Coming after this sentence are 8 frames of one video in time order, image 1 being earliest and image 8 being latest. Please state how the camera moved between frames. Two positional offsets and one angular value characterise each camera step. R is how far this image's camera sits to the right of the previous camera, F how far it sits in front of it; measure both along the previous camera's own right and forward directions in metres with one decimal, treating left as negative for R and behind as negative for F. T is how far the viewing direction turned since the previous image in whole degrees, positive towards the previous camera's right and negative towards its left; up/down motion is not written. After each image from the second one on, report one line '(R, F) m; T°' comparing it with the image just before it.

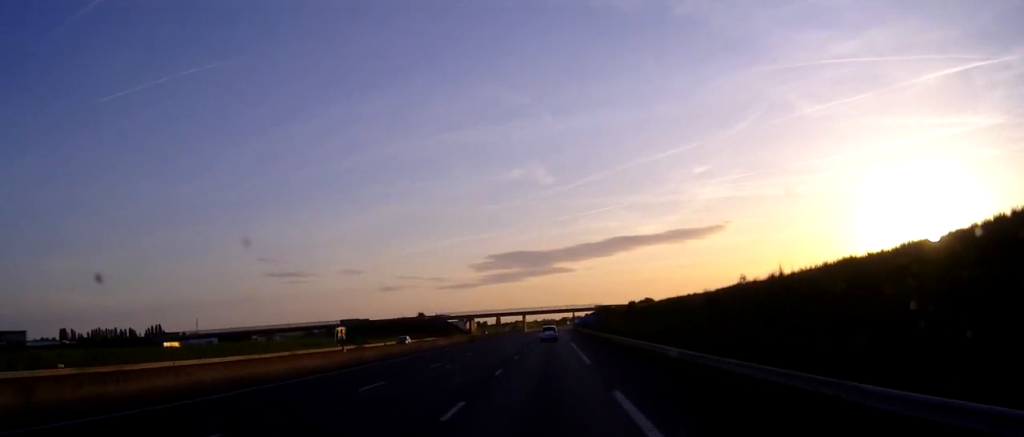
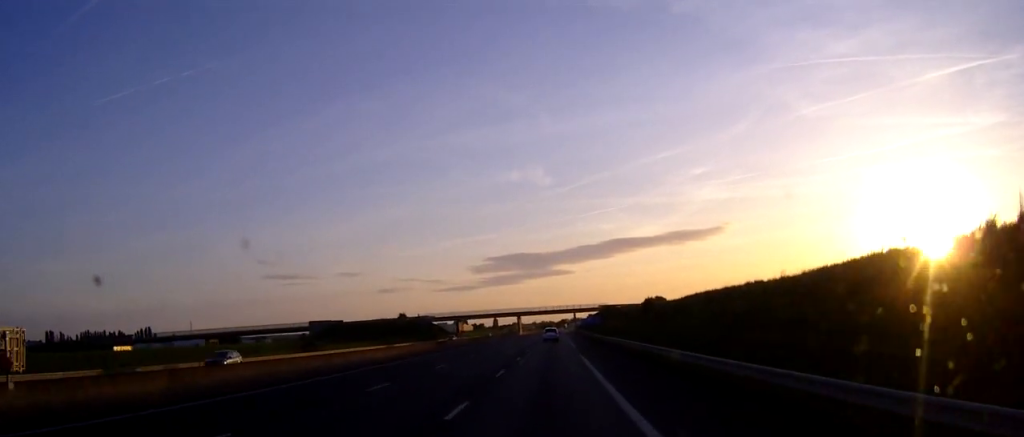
(0.0, +25.4) m; 0°
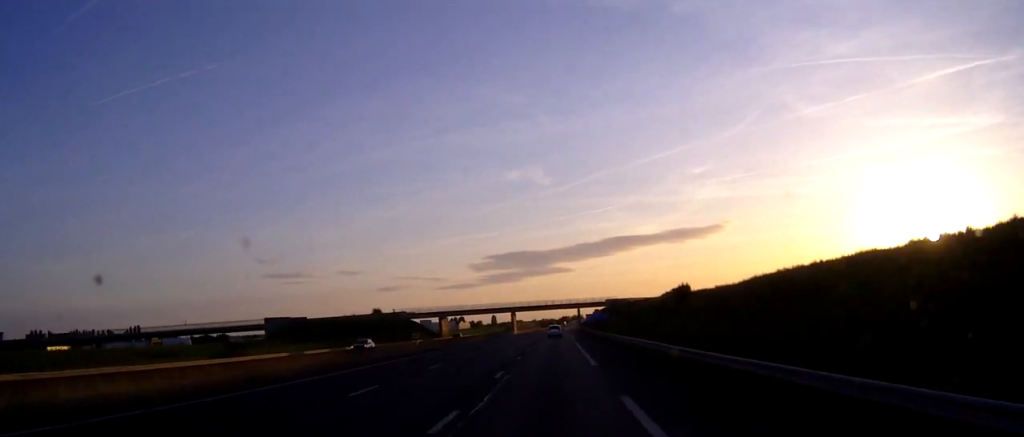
(0.0, +28.2) m; 0°
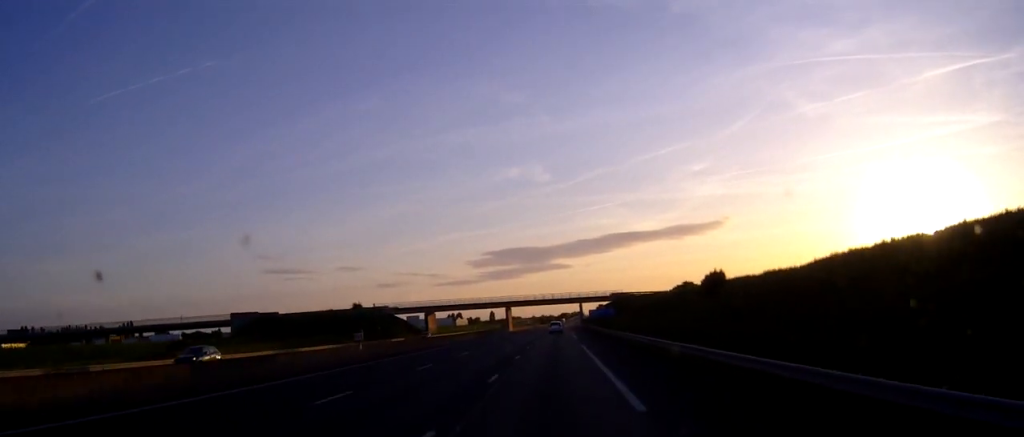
(0.0, +16.4) m; 0°
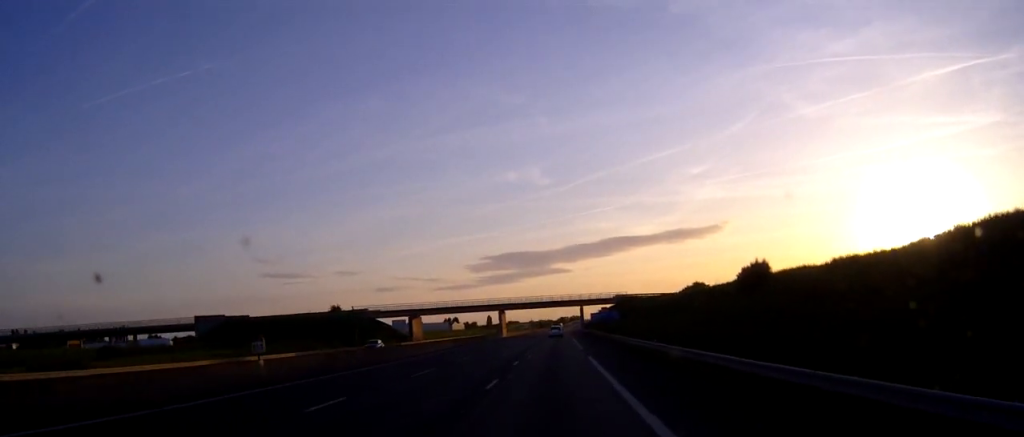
(0.0, +13.6) m; 0°
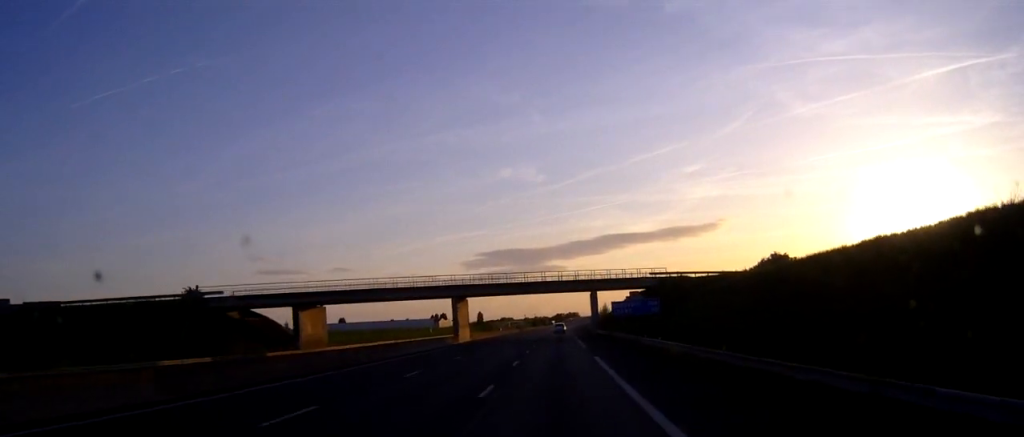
(+0.1, +54.7) m; 0°
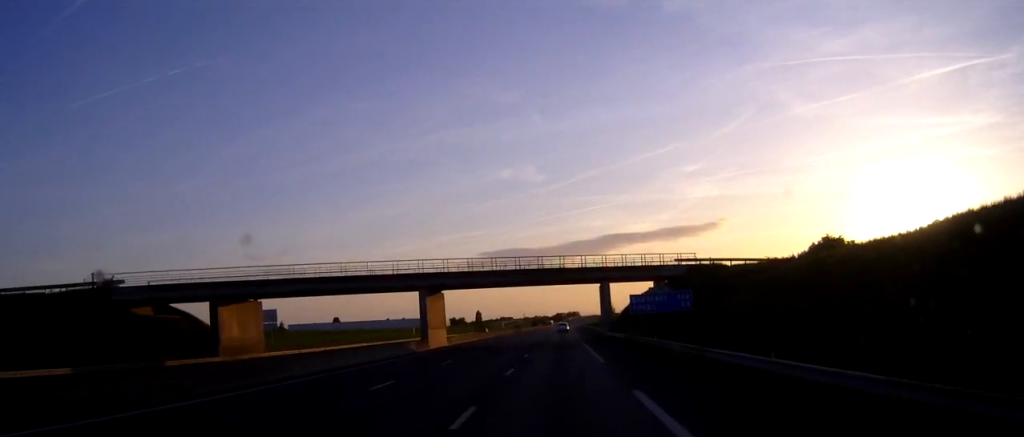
(0.0, +18.2) m; 0°
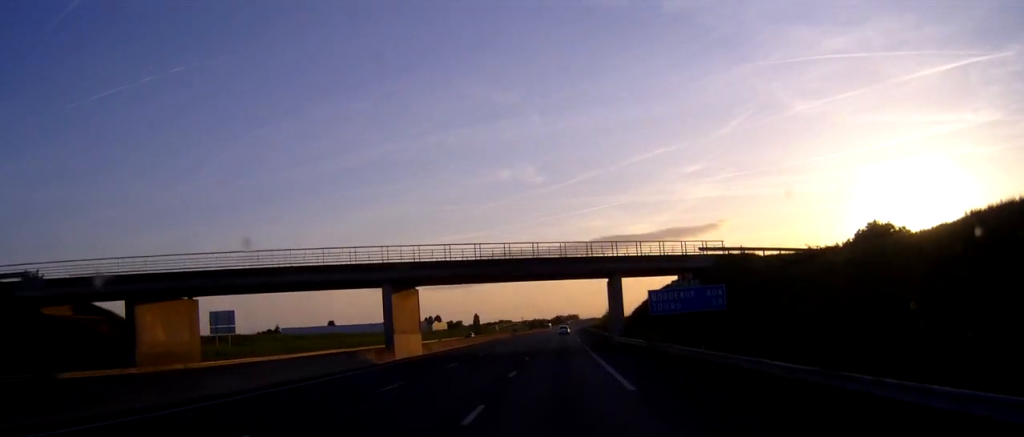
(0.0, +11.9) m; 0°
